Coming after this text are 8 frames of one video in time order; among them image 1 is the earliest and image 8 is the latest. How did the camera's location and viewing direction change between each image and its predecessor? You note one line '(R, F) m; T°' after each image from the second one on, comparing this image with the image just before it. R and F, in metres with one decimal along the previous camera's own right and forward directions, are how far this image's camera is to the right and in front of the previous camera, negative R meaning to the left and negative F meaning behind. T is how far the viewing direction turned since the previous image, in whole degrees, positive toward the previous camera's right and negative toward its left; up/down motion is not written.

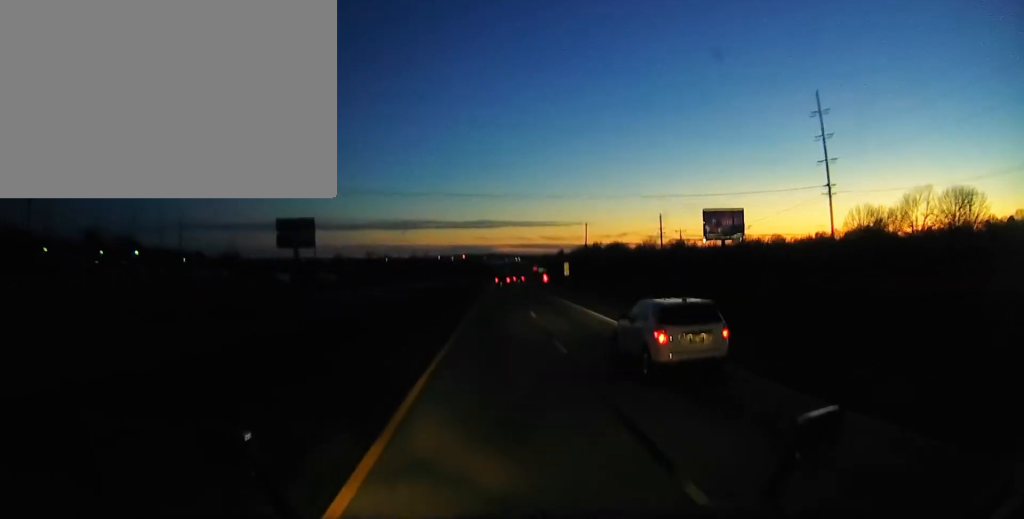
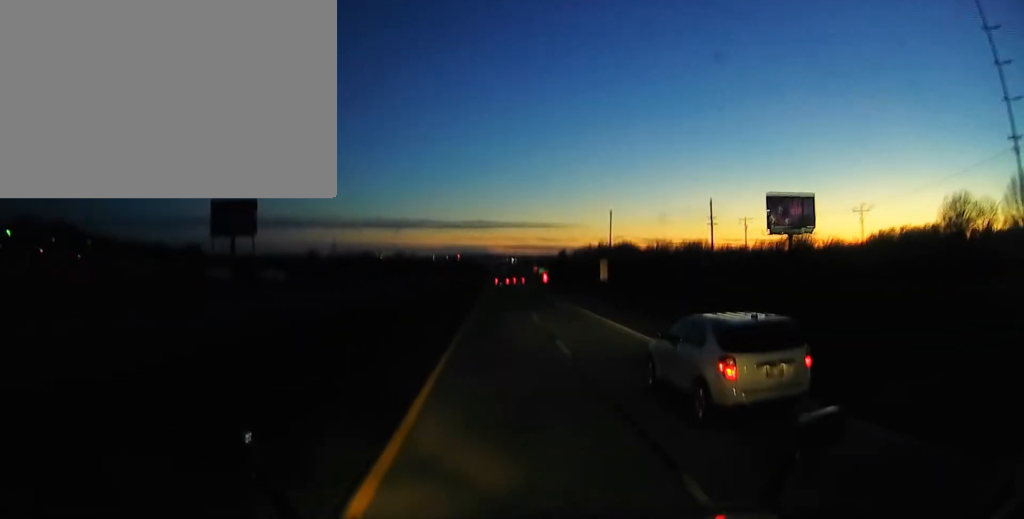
(0.0, +40.5) m; +2°
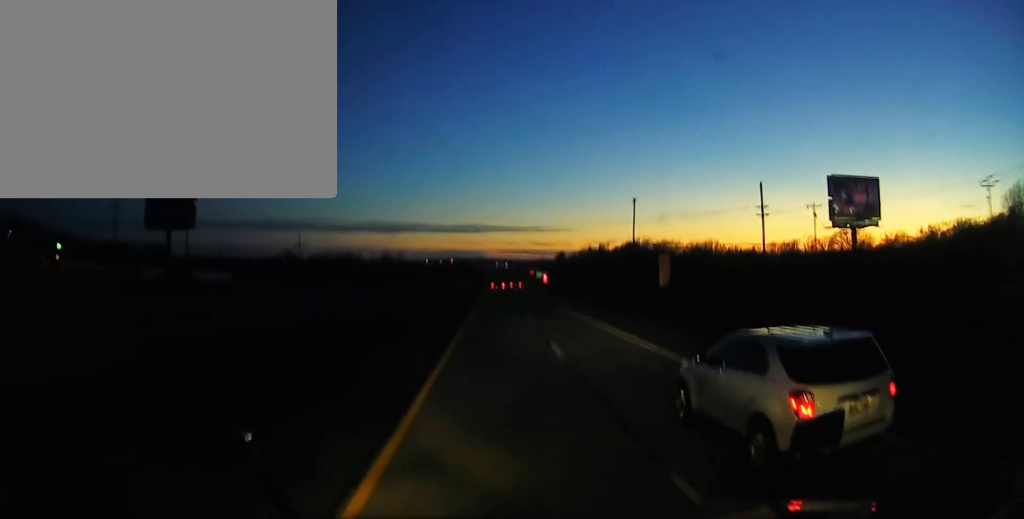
(+1.0, +26.7) m; 0°
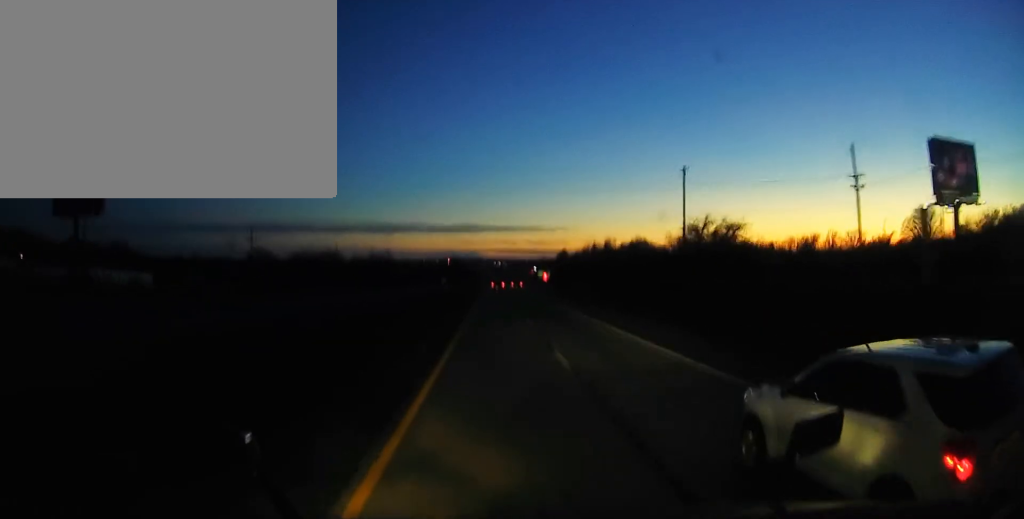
(-0.6, +28.9) m; 0°
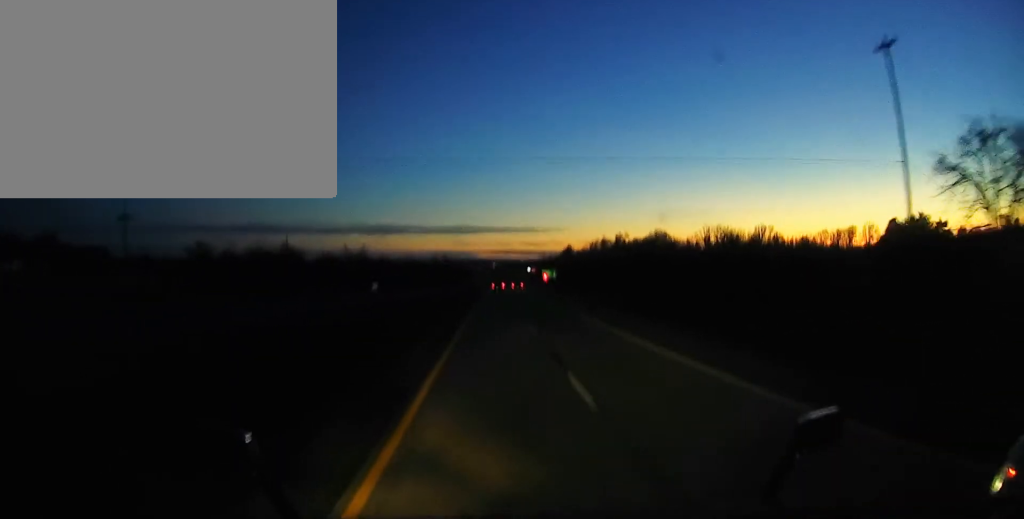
(+1.0, +45.2) m; +2°
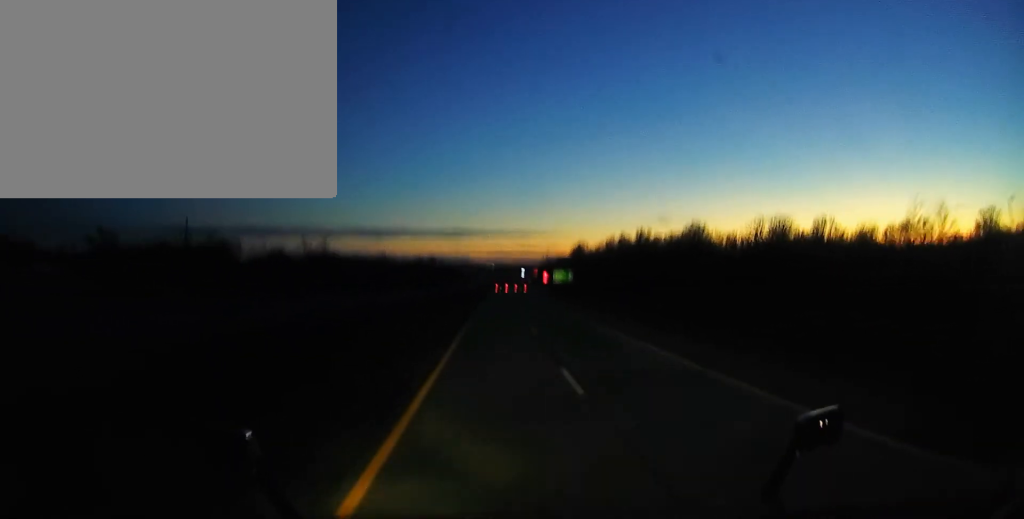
(0.0, +53.4) m; 0°
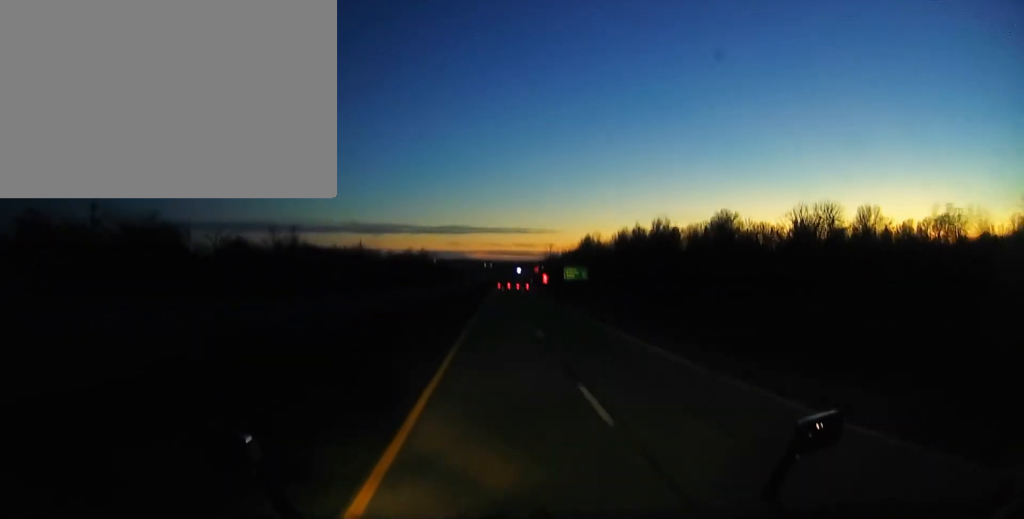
(0.0, +29.8) m; 0°
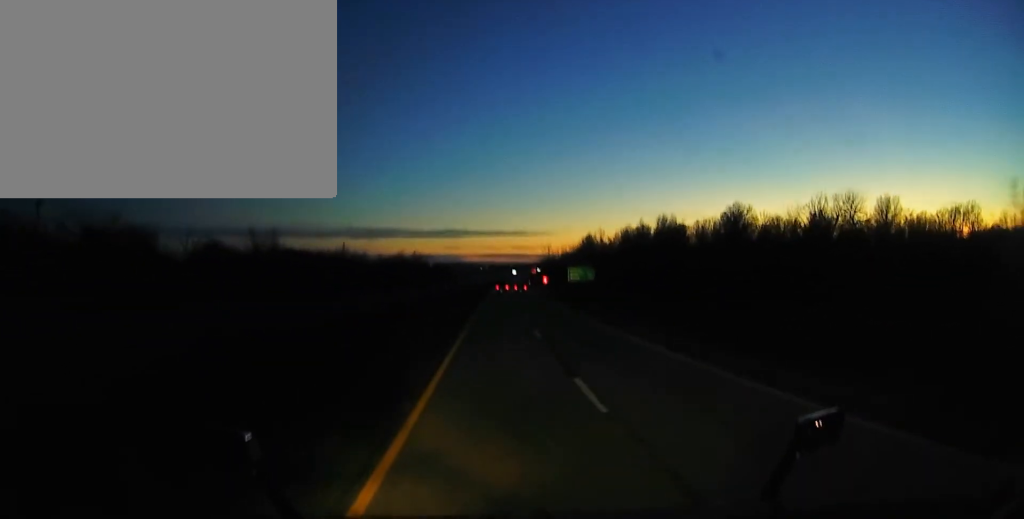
(+0.1, +13.3) m; 0°
